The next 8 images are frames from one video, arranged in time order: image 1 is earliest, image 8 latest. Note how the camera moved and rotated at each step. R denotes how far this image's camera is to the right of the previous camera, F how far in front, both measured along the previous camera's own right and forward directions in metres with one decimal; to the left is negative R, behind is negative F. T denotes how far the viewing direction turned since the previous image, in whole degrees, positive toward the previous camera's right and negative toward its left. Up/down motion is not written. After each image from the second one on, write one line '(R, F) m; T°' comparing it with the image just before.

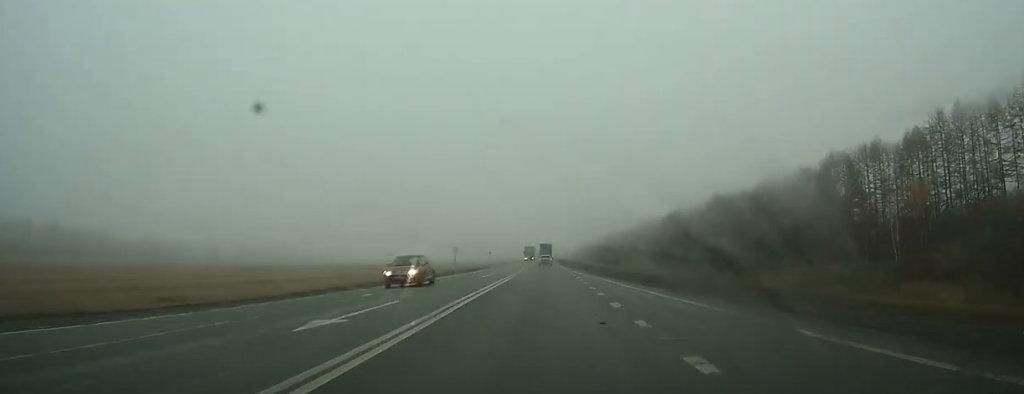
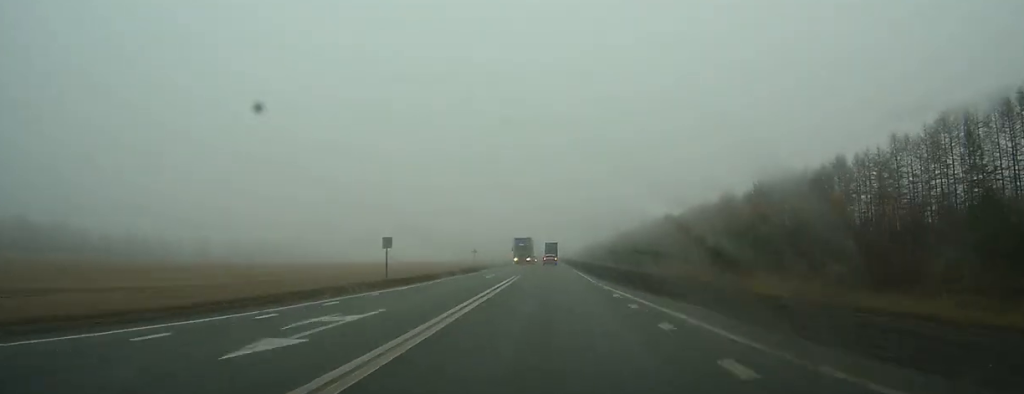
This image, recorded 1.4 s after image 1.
(0.0, +34.3) m; 0°
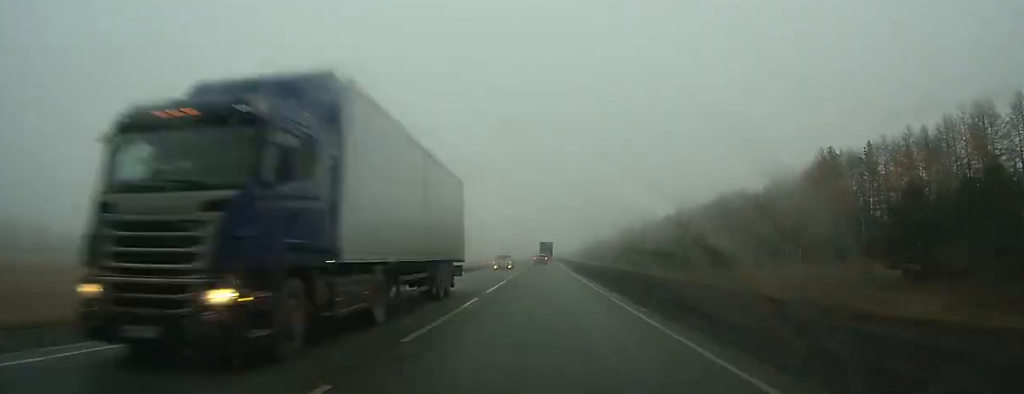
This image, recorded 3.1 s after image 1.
(0.0, +42.1) m; 0°
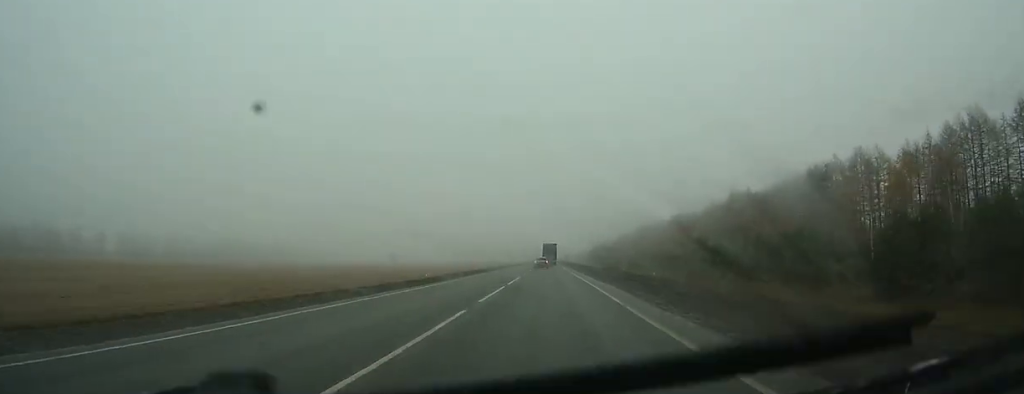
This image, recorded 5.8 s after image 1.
(-0.1, +62.4) m; 0°
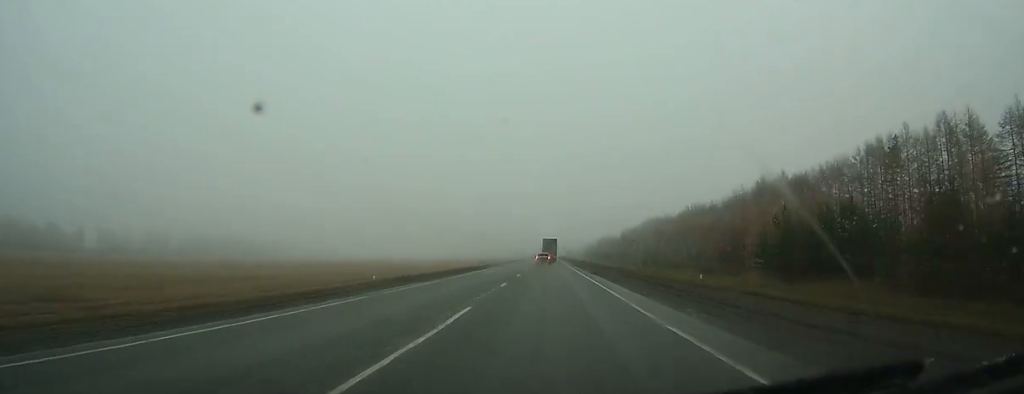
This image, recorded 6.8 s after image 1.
(0.0, +22.9) m; 0°
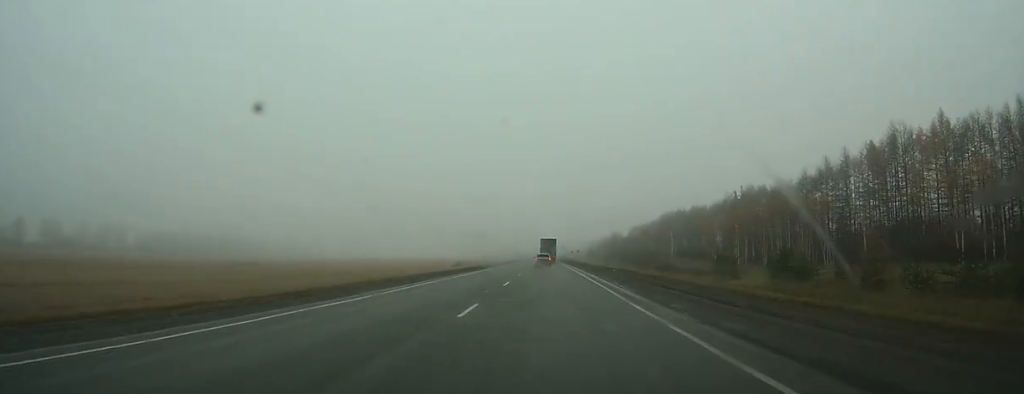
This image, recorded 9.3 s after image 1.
(+0.3, +59.2) m; 0°
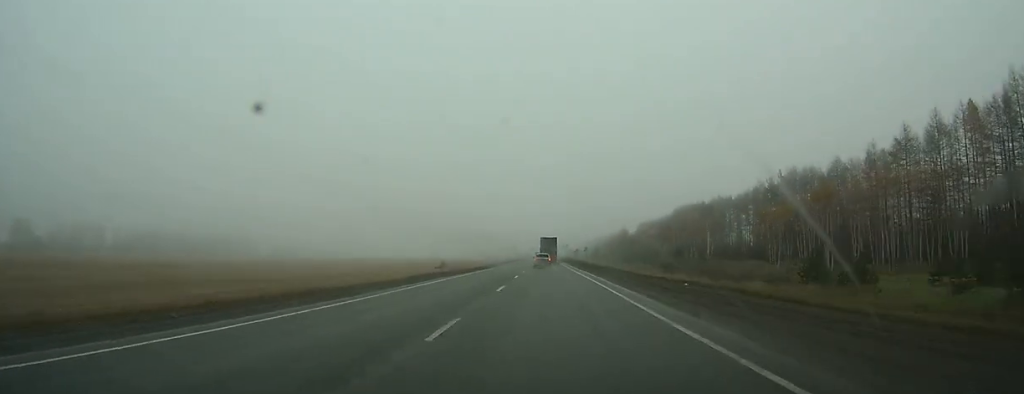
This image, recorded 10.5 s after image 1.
(0.0, +29.1) m; 0°
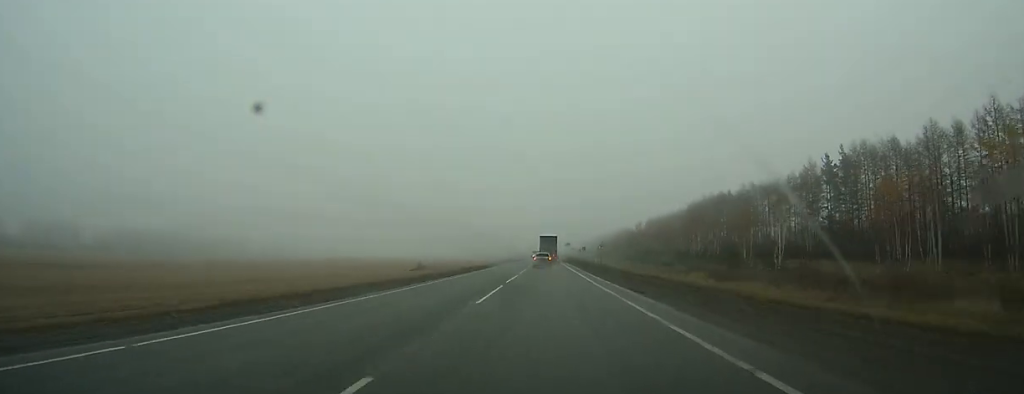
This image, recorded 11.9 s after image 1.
(-0.2, +31.5) m; 0°
